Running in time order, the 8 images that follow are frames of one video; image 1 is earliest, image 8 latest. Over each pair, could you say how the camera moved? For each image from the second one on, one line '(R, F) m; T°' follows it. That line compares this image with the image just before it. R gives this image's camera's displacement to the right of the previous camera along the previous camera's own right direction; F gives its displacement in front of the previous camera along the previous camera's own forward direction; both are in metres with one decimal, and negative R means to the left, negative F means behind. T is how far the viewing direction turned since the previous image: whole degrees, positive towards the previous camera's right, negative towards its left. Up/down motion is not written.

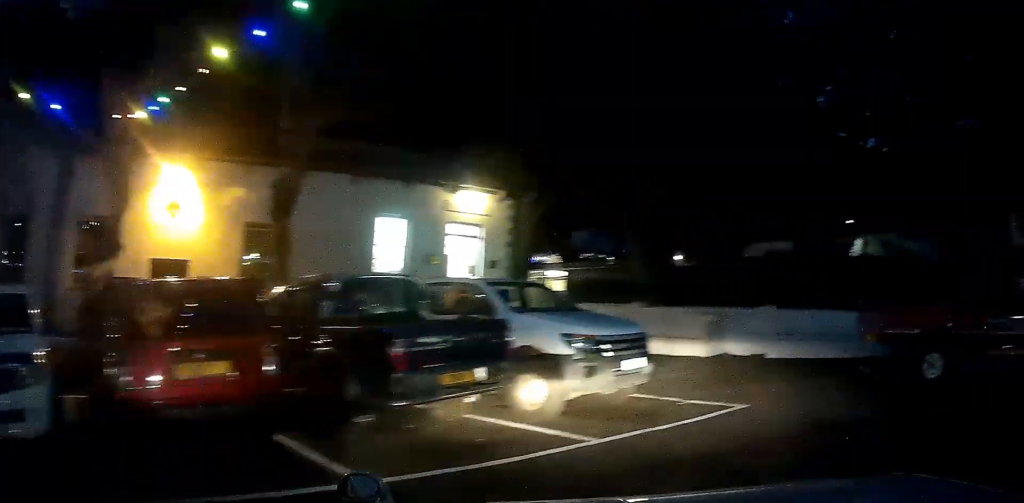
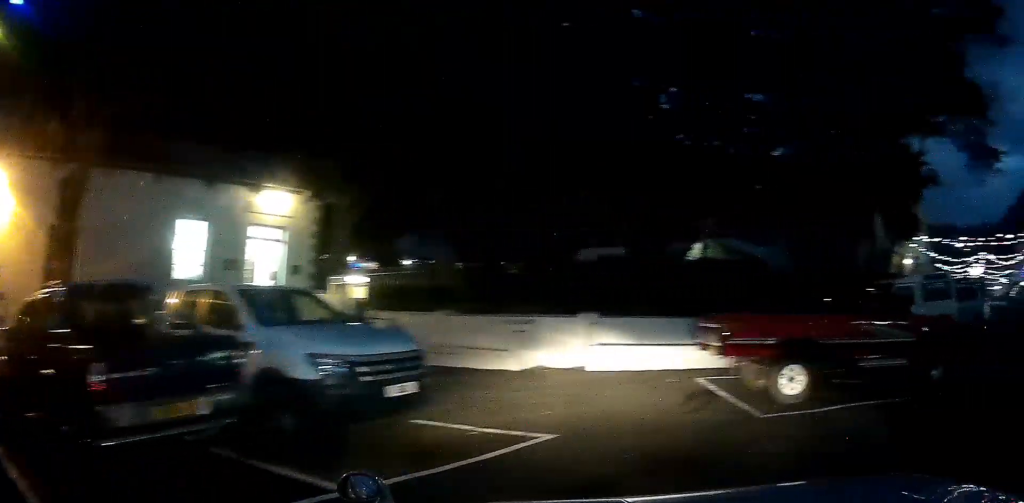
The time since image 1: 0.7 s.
(+0.4, +1.8) m; +22°
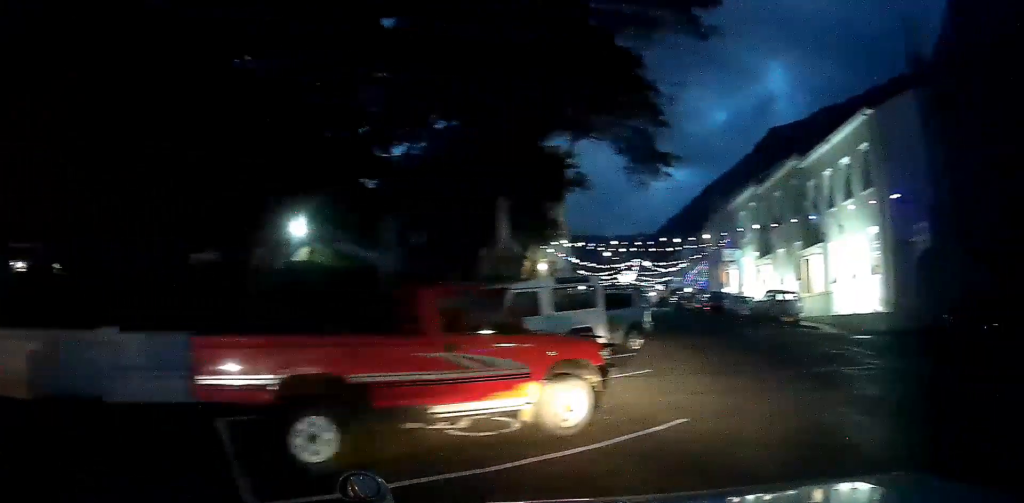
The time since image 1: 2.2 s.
(+1.5, +3.5) m; +39°
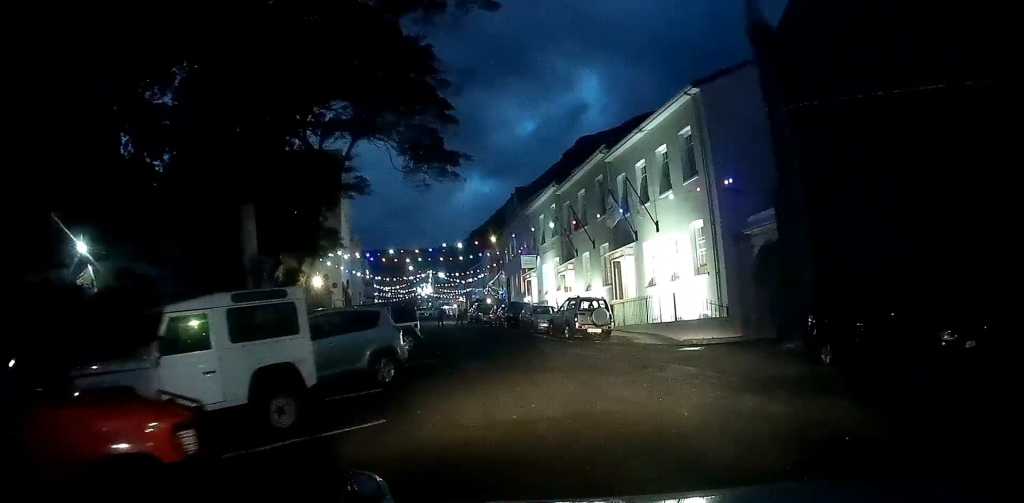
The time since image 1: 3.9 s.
(+0.9, +4.1) m; +18°
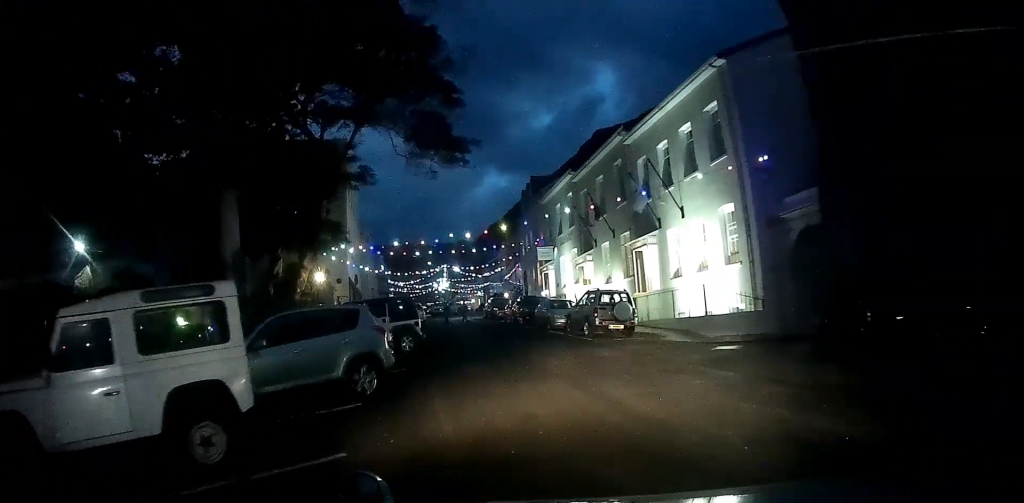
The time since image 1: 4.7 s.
(0.0, +2.2) m; -2°
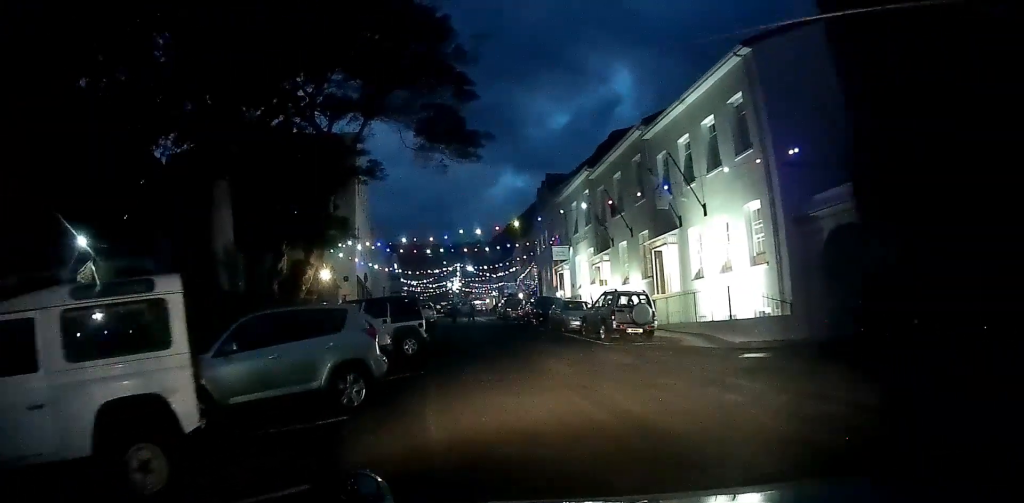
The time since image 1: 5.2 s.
(0.0, +1.2) m; -1°
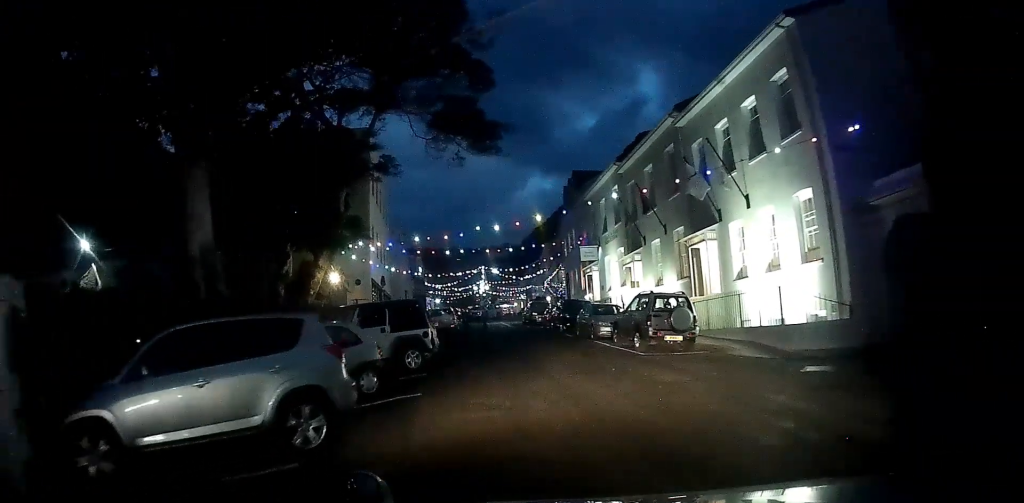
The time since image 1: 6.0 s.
(-0.1, +2.3) m; -1°
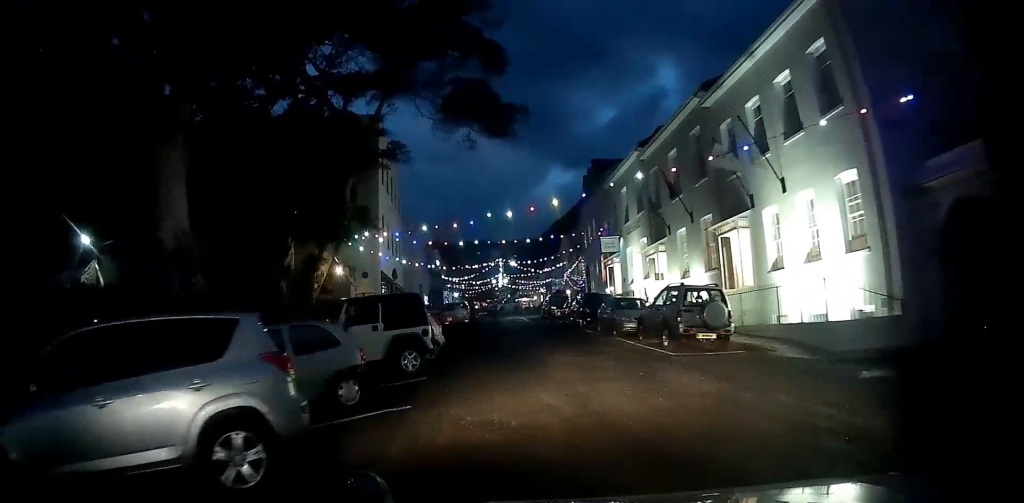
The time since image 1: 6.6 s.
(0.0, +1.6) m; 0°
